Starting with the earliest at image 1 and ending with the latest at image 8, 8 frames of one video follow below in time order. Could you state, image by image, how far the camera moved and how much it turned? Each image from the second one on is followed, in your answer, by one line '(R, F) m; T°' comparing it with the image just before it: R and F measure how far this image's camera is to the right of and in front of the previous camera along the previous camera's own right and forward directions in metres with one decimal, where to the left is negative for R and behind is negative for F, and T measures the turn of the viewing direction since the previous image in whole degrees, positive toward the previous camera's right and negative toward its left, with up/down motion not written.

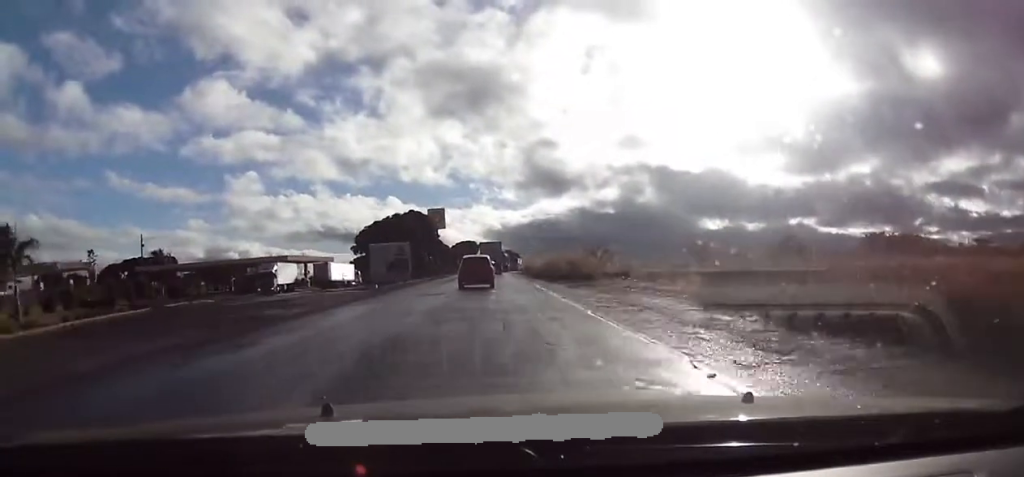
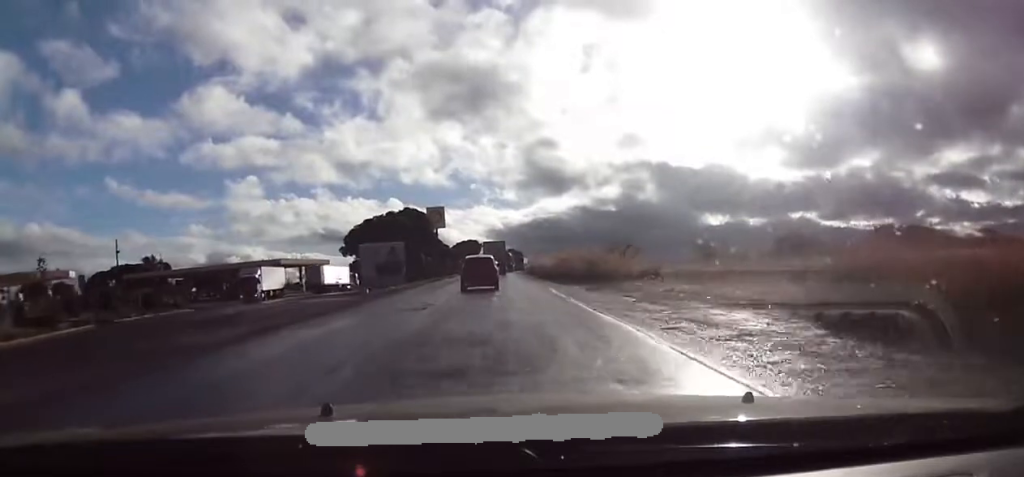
(+0.2, +7.8) m; -1°
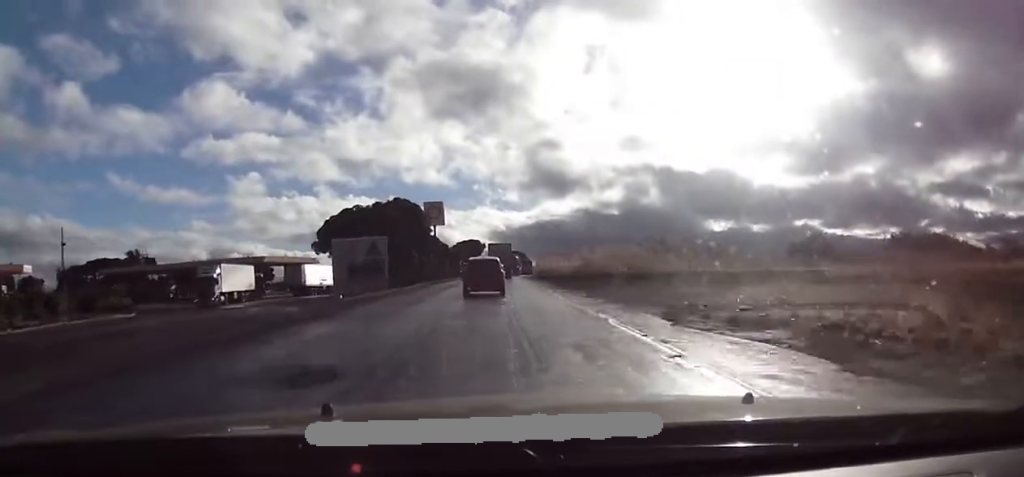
(-0.7, +13.7) m; -1°
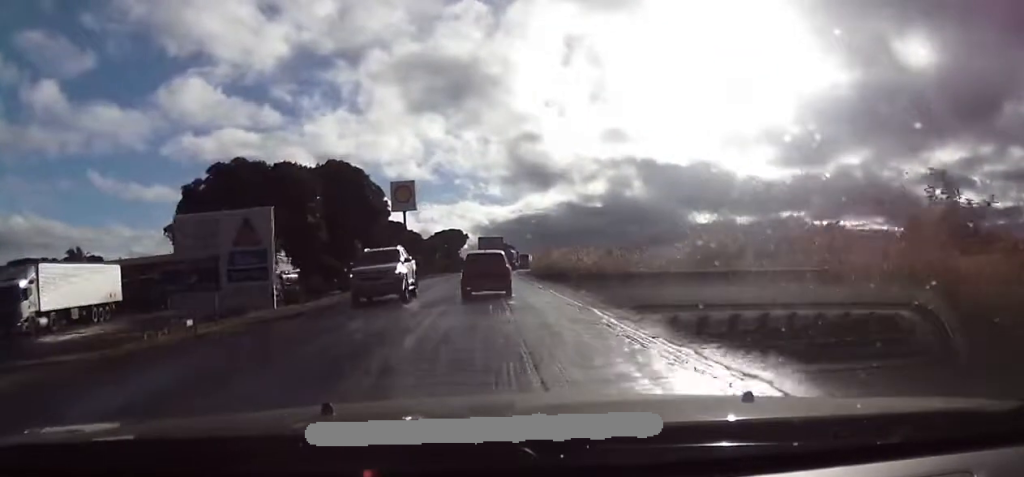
(+0.4, +26.5) m; -1°
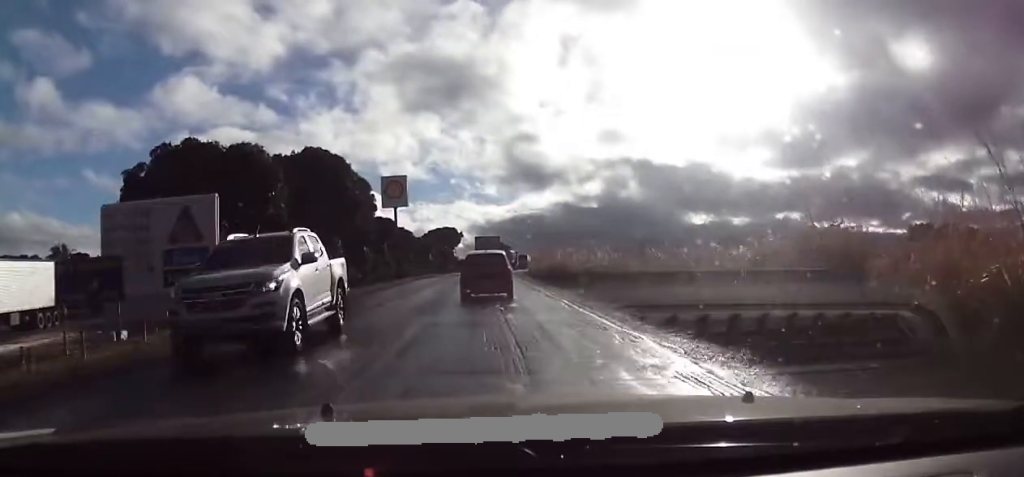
(0.0, +5.6) m; +1°
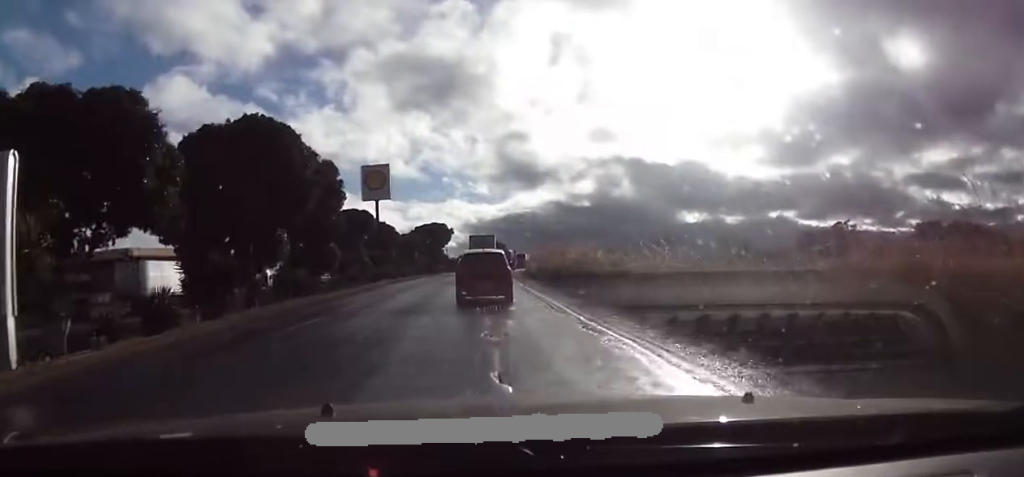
(+0.1, +11.0) m; +1°
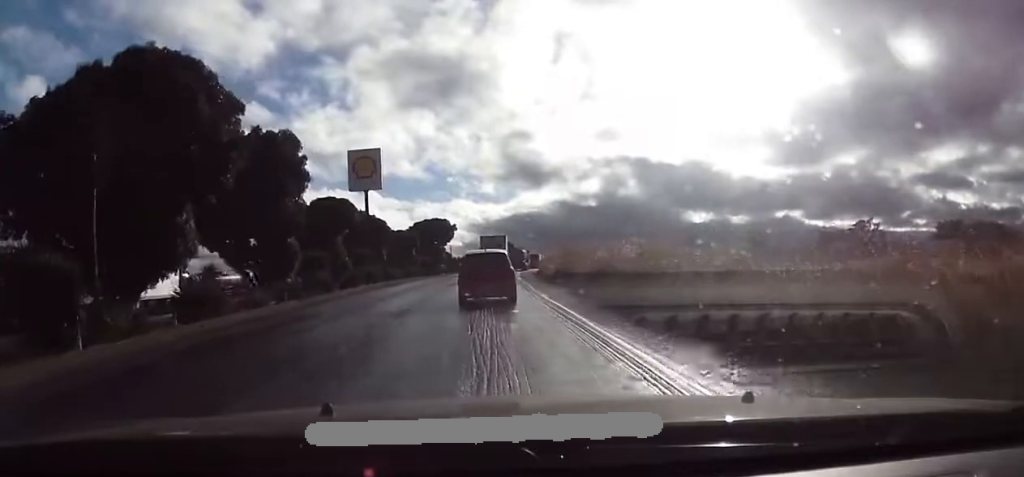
(+0.2, +12.6) m; +1°
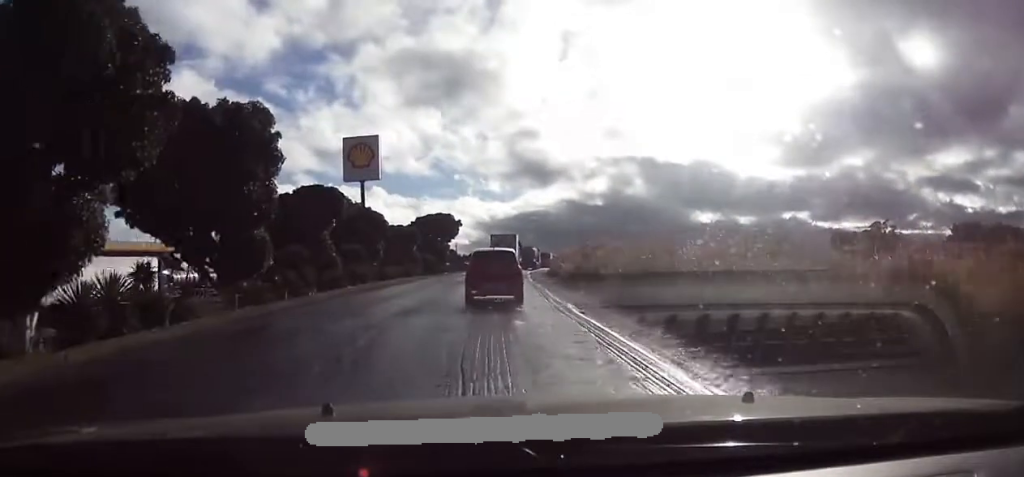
(0.0, +6.6) m; 0°
